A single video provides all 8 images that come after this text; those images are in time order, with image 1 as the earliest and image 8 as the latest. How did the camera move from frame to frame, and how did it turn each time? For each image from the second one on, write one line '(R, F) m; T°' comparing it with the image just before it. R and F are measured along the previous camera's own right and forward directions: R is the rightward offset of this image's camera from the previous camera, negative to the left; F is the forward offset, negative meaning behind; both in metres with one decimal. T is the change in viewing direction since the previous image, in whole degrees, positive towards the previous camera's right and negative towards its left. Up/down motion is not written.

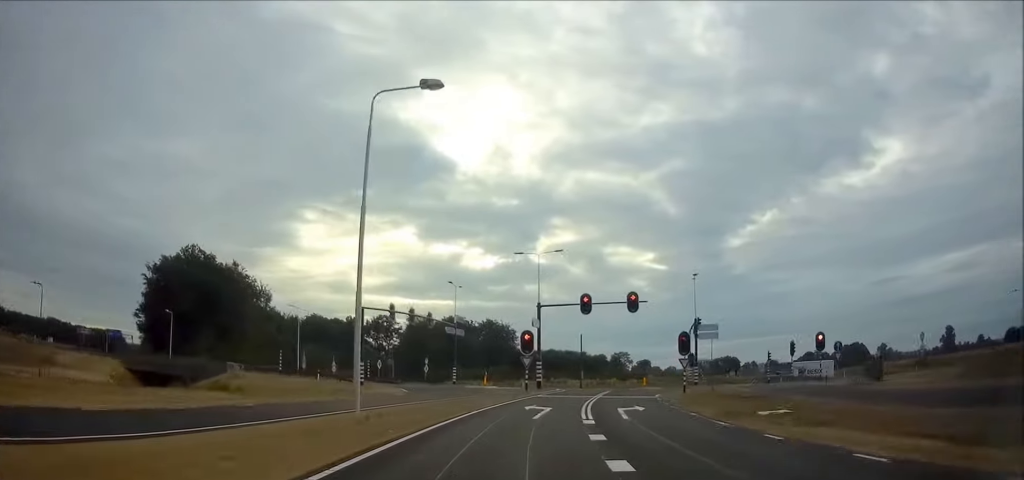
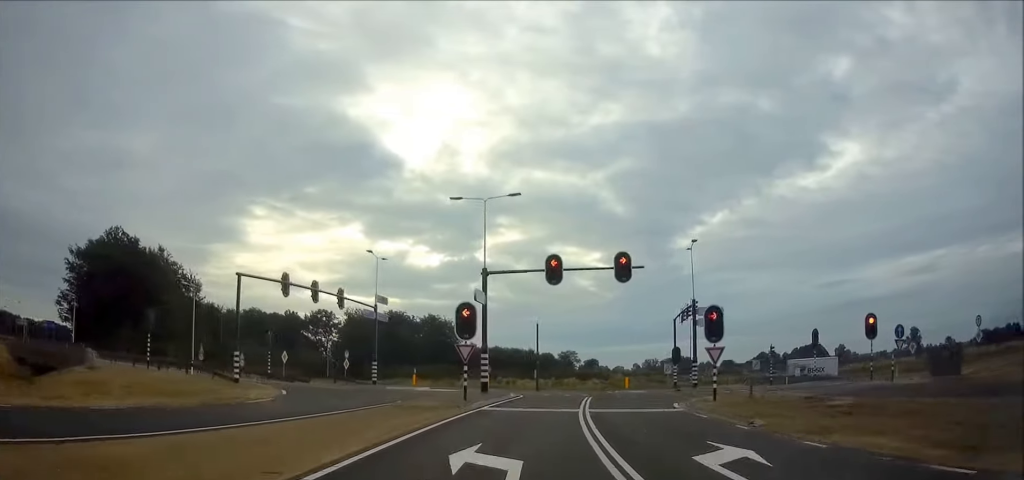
(+0.7, +11.8) m; +5°
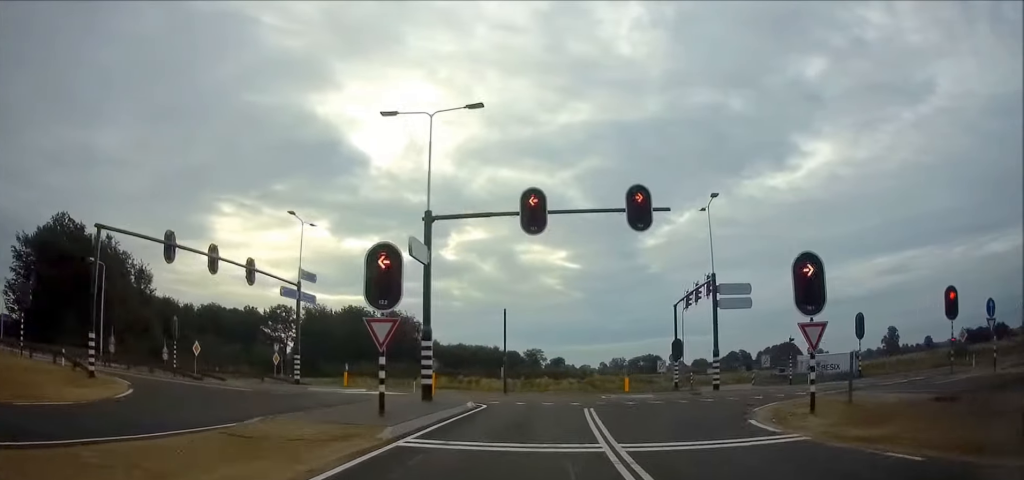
(+0.4, +8.4) m; +4°
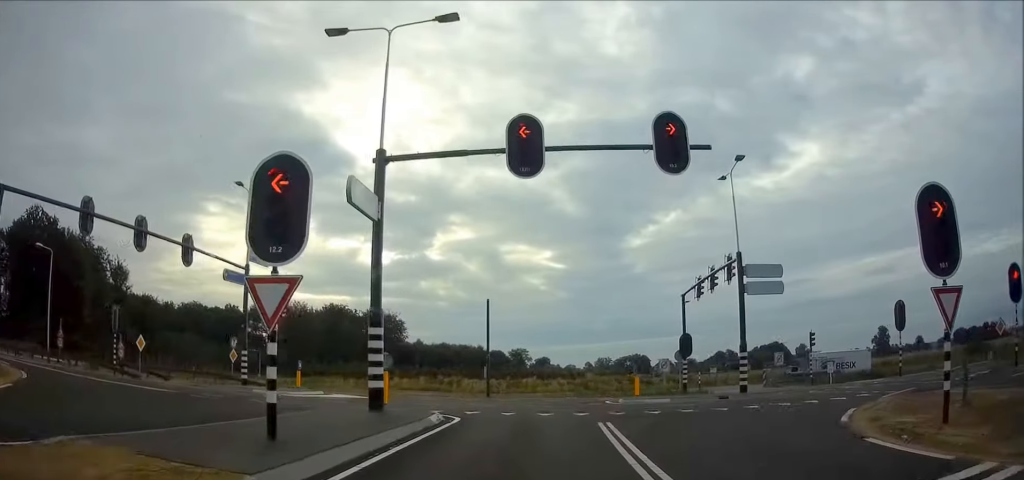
(+0.1, +6.2) m; +3°
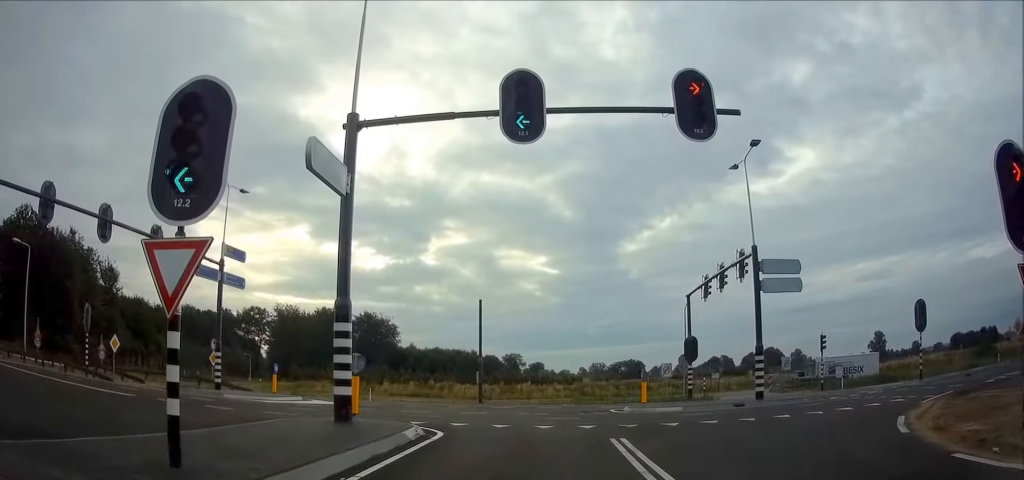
(+0.6, +7.3) m; -1°
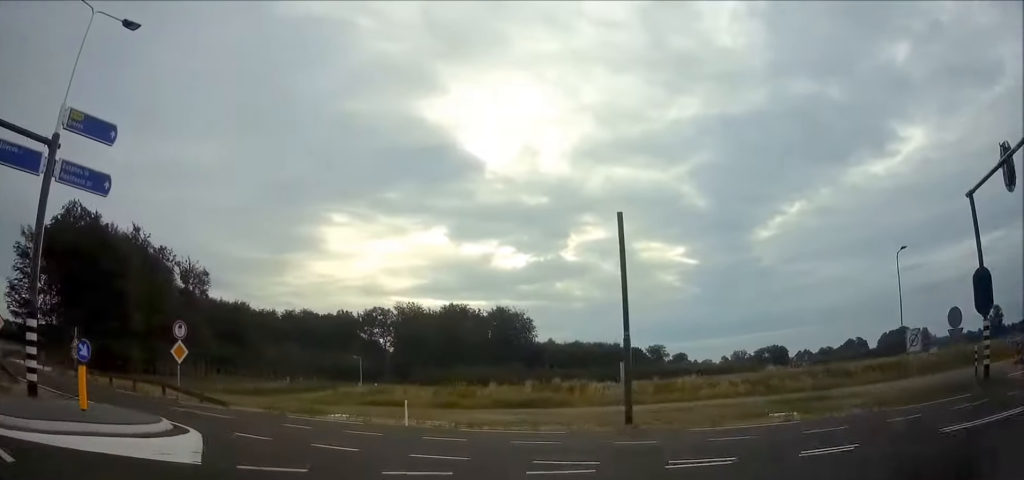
(-5.0, +22.1) m; -34°
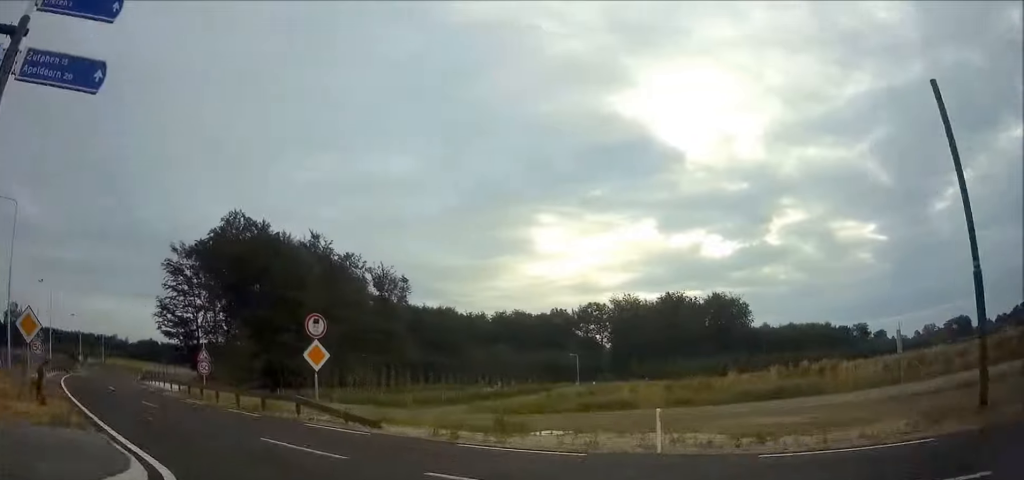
(-0.2, +7.6) m; -16°
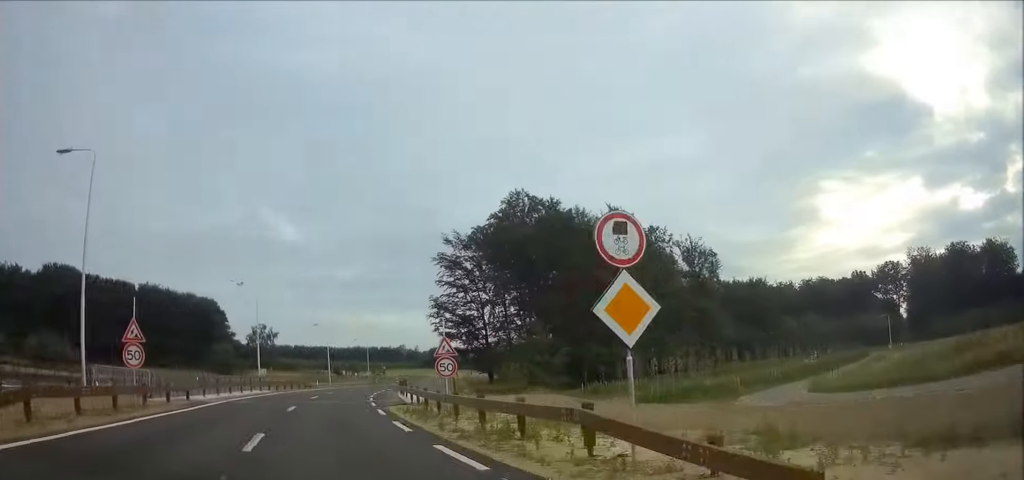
(-2.2, +10.6) m; -14°
